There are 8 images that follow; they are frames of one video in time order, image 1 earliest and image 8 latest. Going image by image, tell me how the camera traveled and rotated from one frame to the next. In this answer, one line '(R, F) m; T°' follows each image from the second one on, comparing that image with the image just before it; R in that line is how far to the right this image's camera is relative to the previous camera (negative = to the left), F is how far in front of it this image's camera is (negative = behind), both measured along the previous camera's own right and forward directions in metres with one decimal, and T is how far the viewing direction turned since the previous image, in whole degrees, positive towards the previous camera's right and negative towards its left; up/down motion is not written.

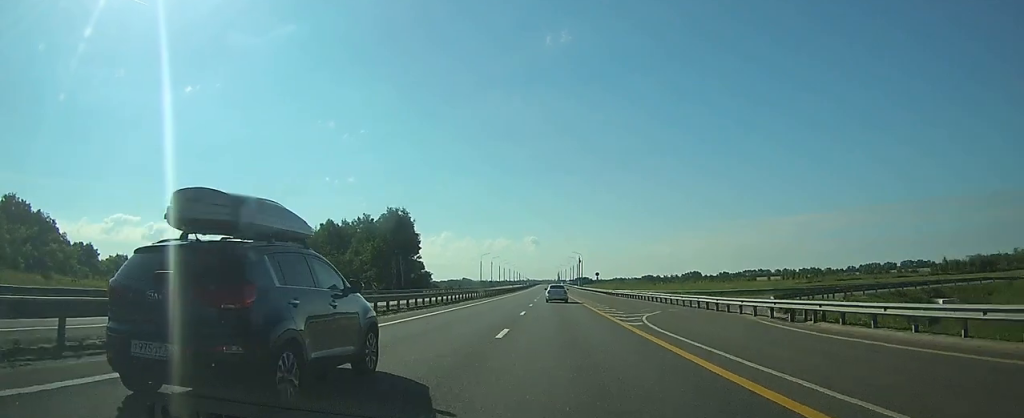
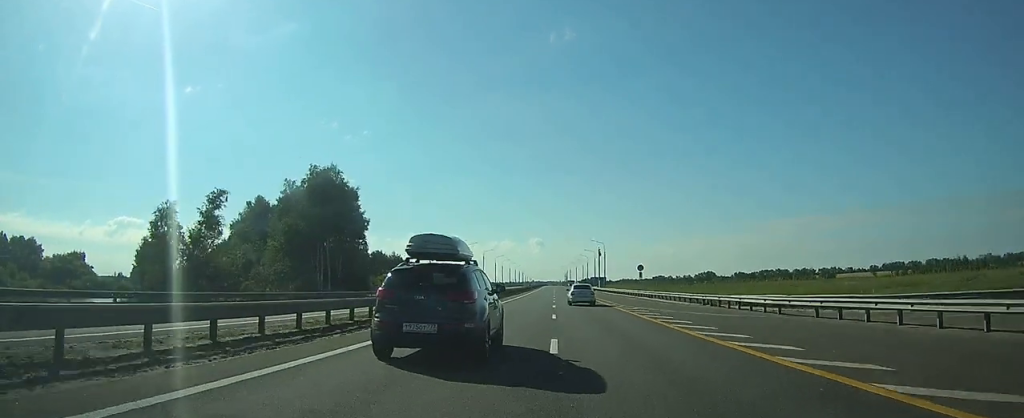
(-0.2, +50.8) m; 0°
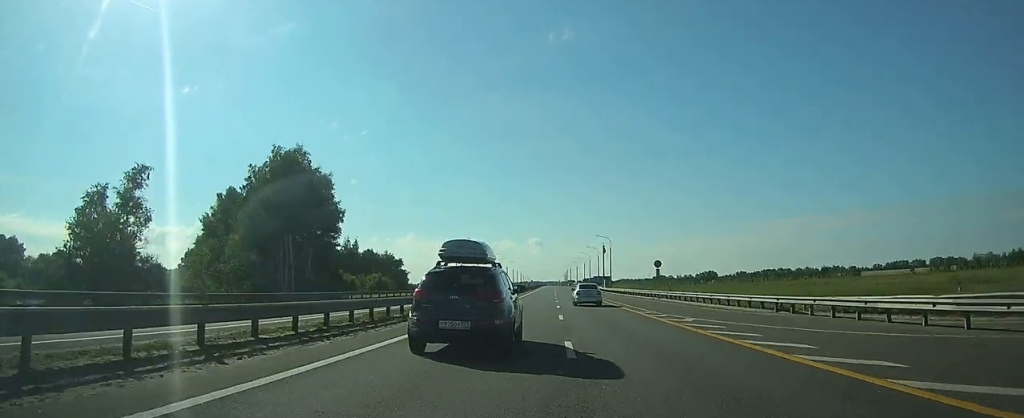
(0.0, +12.8) m; 0°
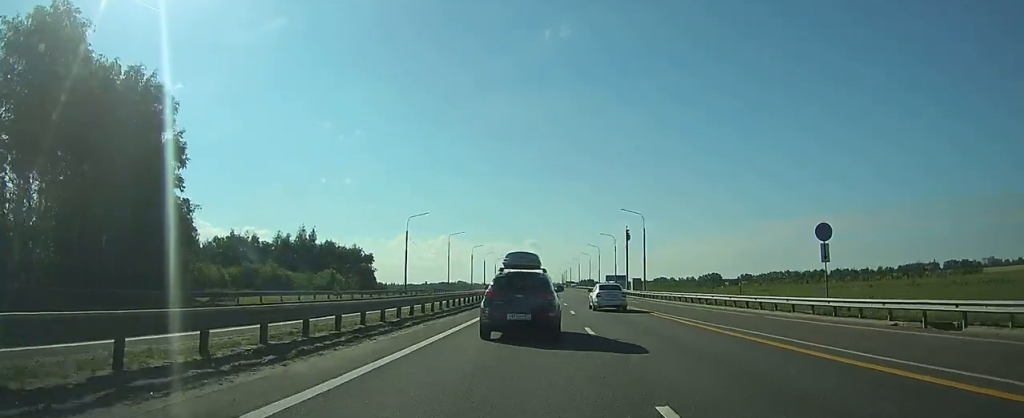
(0.0, +42.9) m; 0°
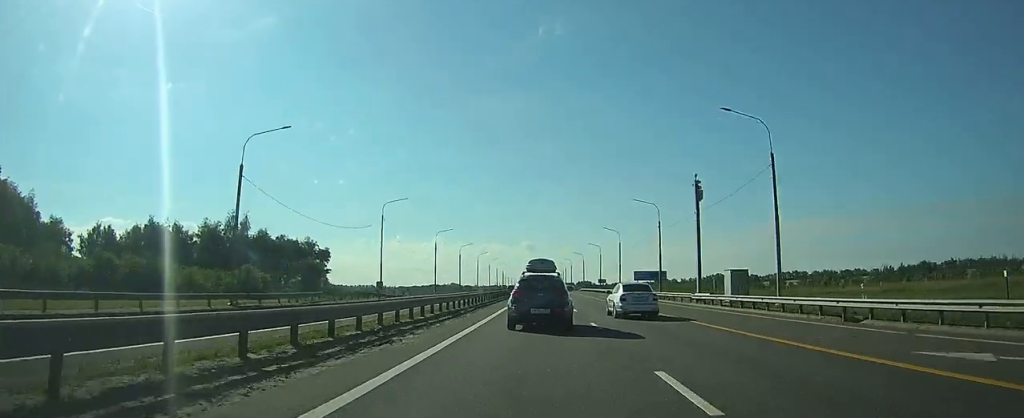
(+0.1, +45.4) m; 0°
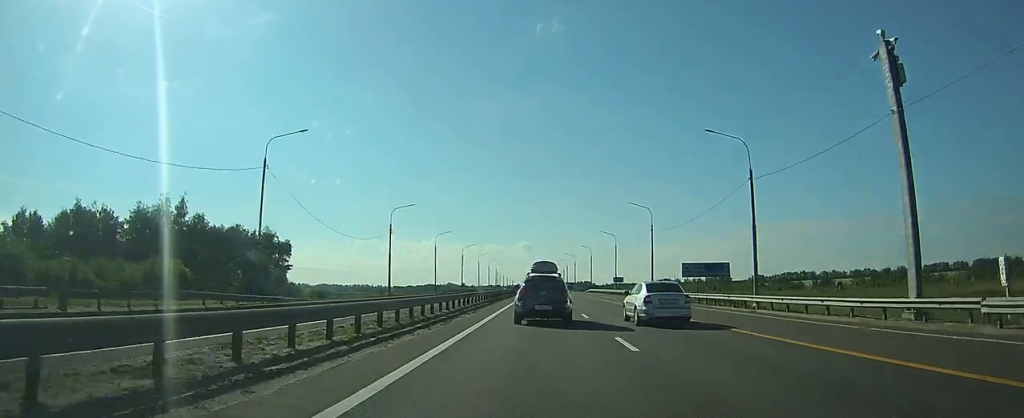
(0.0, +30.4) m; 0°
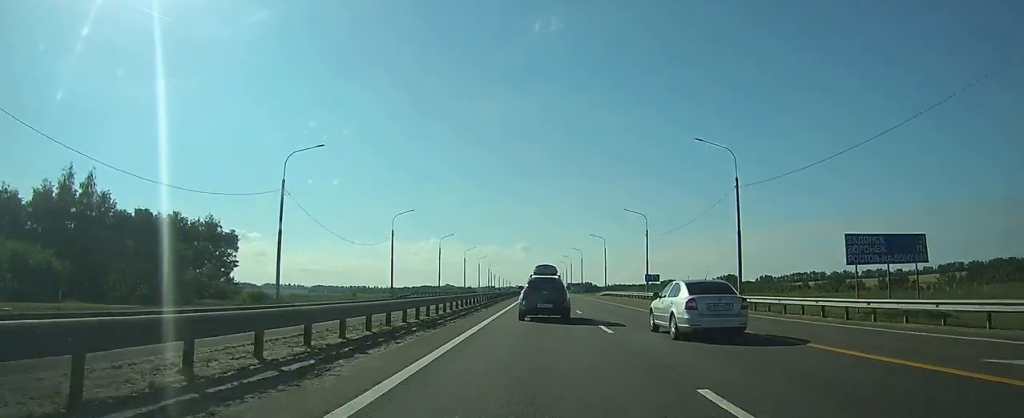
(+0.1, +31.5) m; 0°
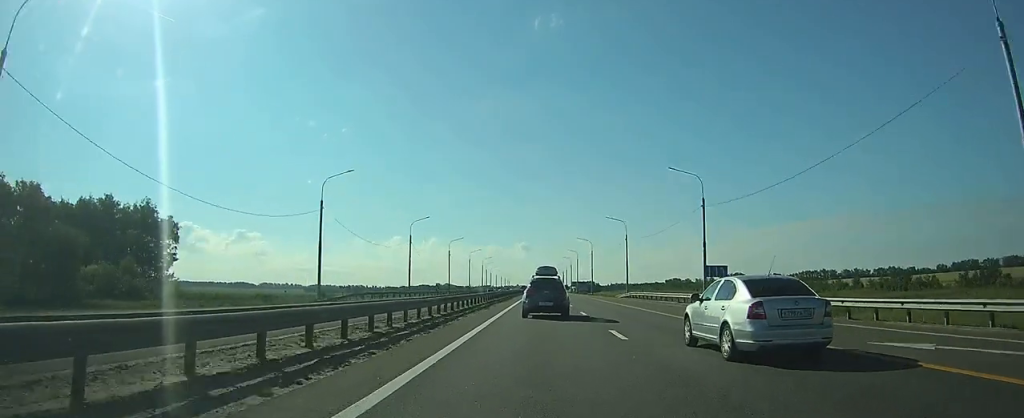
(+0.1, +26.1) m; 0°
